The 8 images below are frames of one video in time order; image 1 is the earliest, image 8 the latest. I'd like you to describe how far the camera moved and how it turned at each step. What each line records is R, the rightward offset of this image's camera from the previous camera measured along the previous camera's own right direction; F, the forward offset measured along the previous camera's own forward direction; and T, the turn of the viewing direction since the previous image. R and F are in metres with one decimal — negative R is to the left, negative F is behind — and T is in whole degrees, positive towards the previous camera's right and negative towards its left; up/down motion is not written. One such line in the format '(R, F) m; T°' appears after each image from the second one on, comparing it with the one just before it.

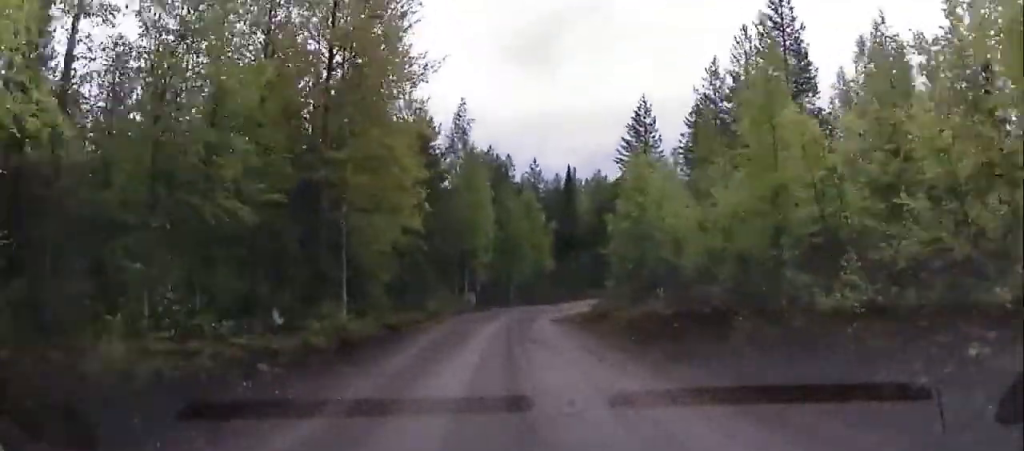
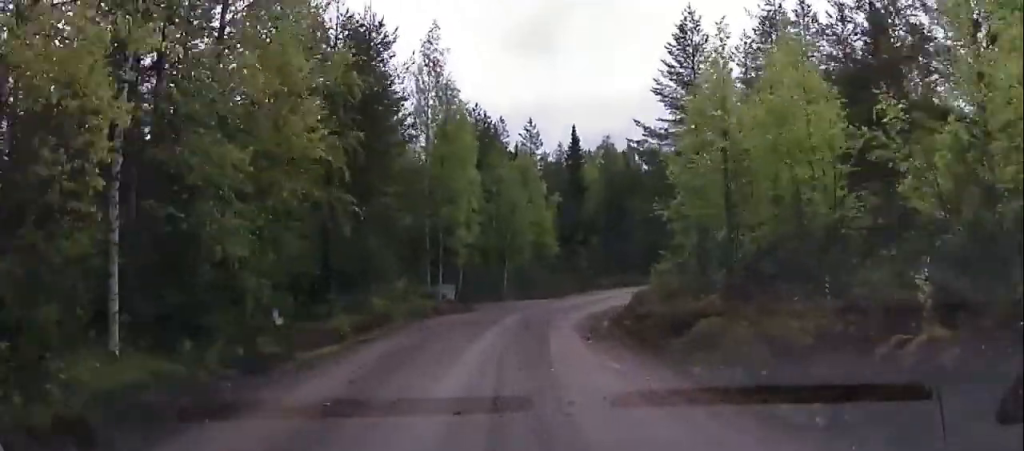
(+0.4, +13.7) m; +1°
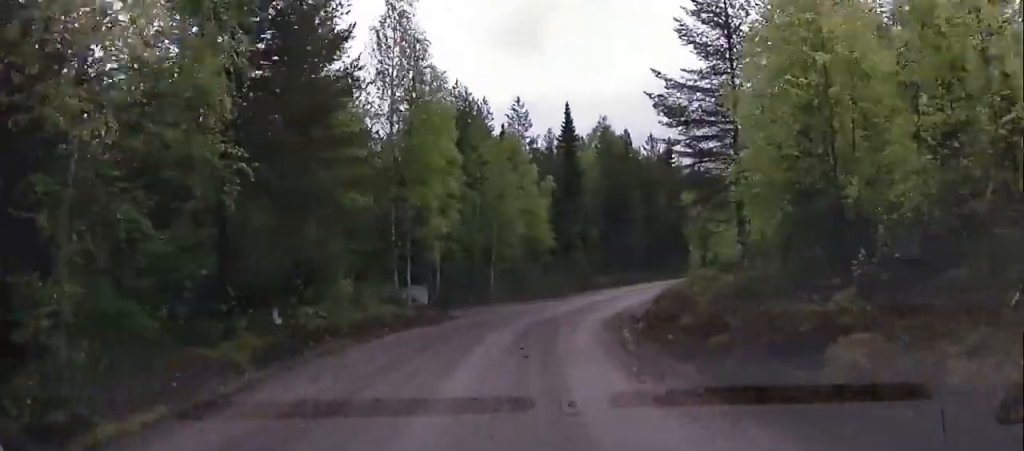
(+0.1, +7.3) m; +1°
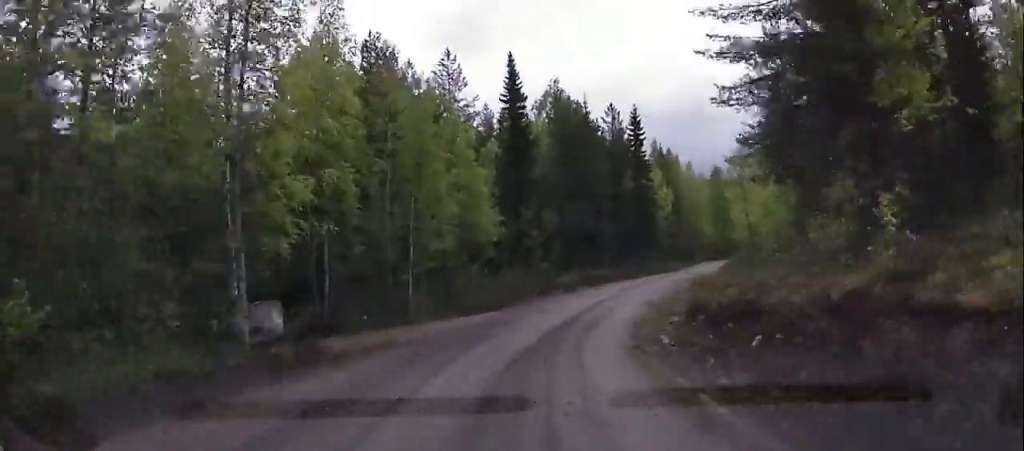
(-0.1, +12.9) m; +5°
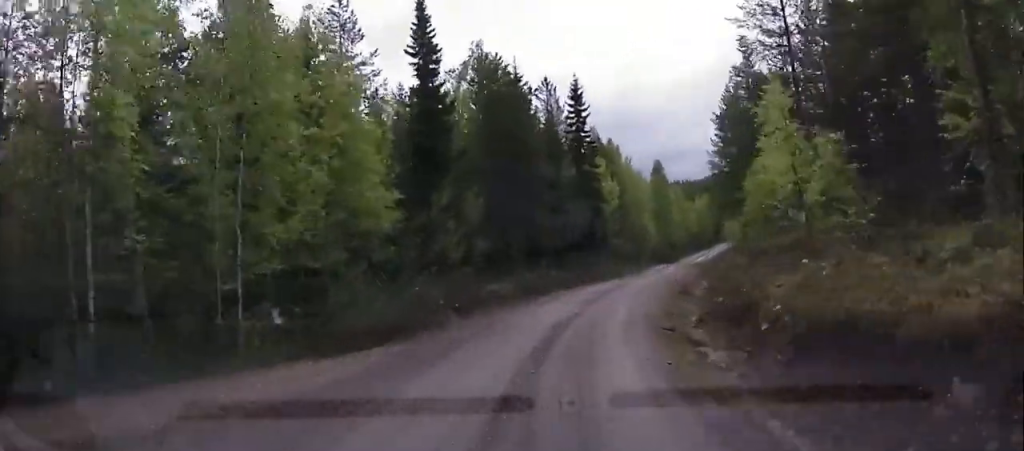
(+0.7, +10.7) m; +11°
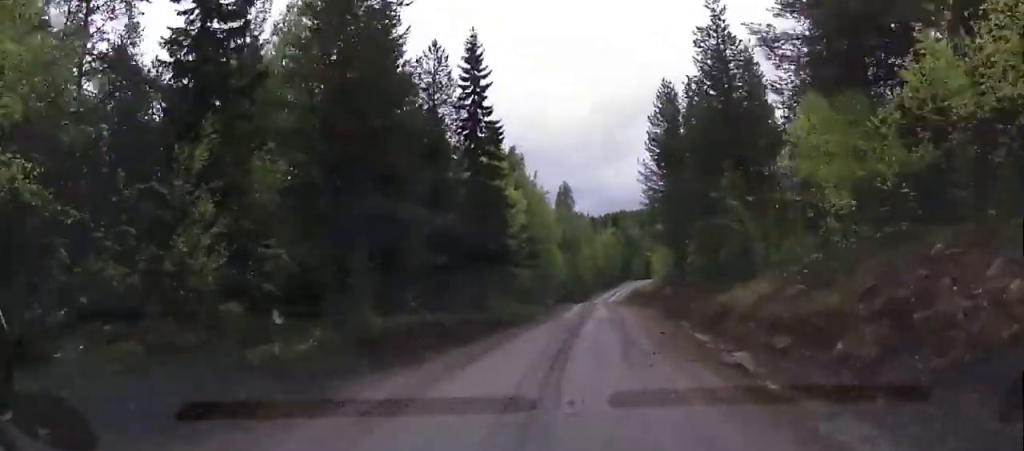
(+1.9, +15.1) m; +8°
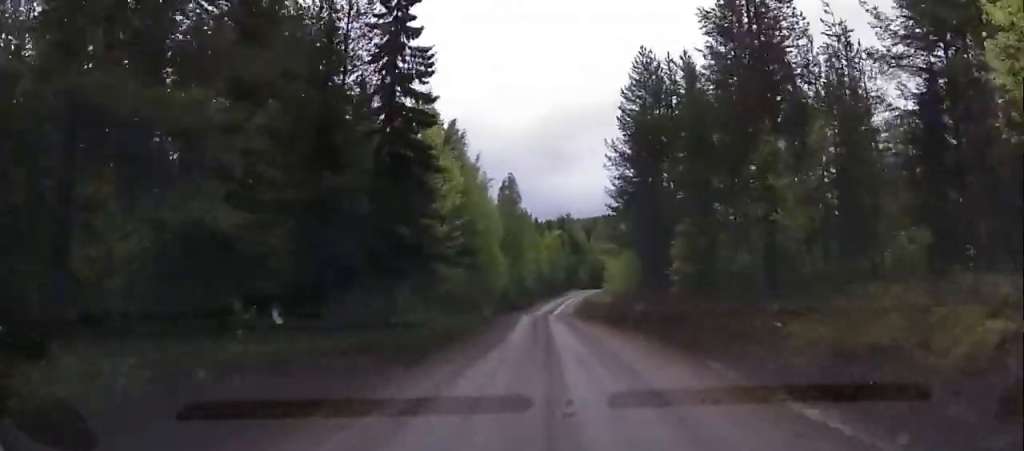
(0.0, +10.3) m; +2°
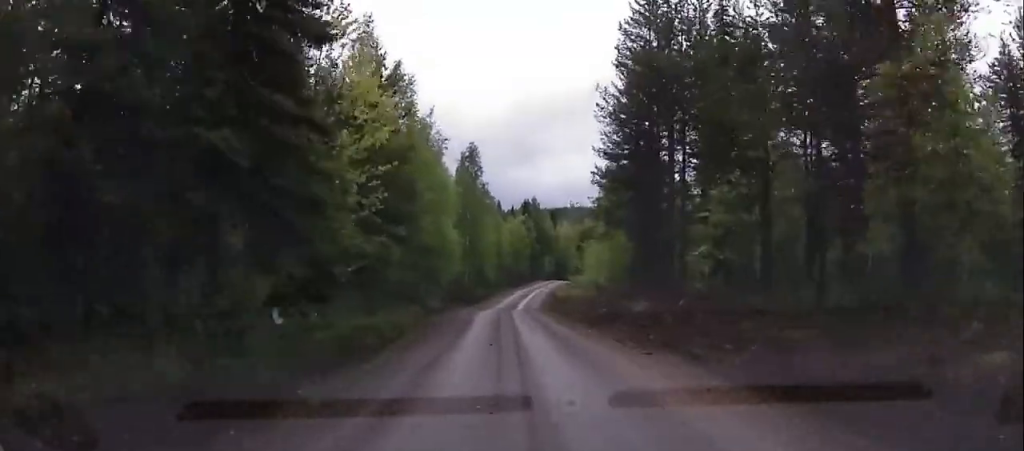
(+0.4, +10.6) m; +3°
